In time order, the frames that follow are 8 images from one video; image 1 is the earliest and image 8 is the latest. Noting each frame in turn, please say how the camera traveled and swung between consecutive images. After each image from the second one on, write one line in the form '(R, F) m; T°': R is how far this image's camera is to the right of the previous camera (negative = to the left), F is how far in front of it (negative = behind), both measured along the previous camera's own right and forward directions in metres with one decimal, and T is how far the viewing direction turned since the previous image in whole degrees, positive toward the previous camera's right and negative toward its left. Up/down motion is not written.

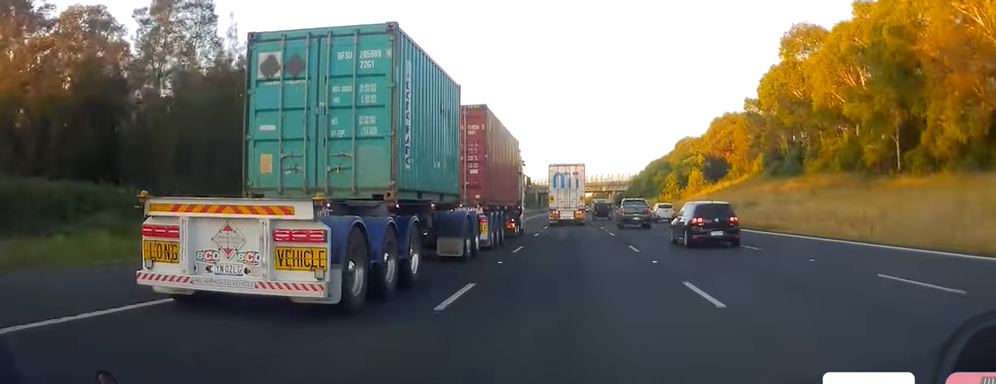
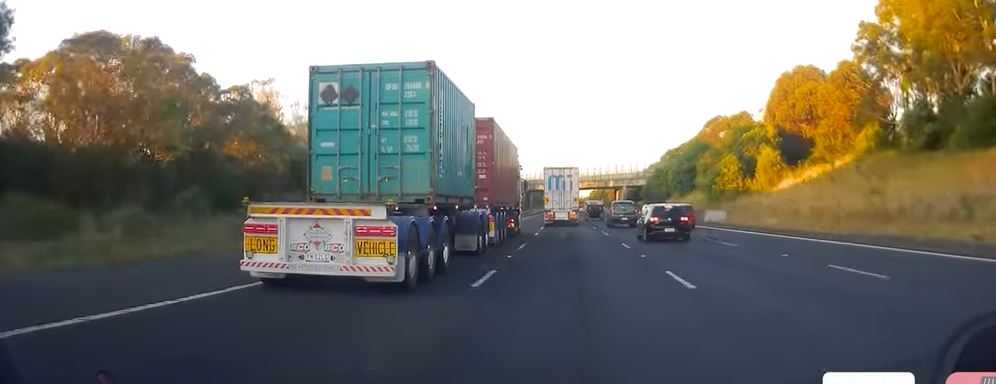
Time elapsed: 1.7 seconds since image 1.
(-0.3, +45.5) m; -1°
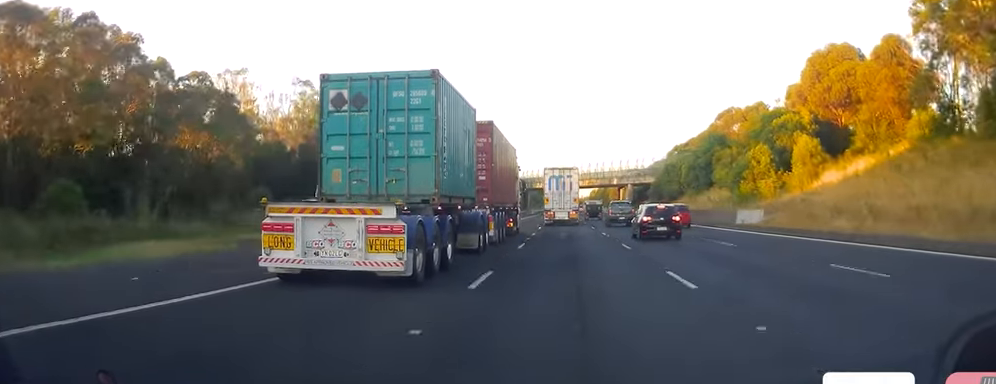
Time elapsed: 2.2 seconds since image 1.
(0.0, +12.2) m; 0°
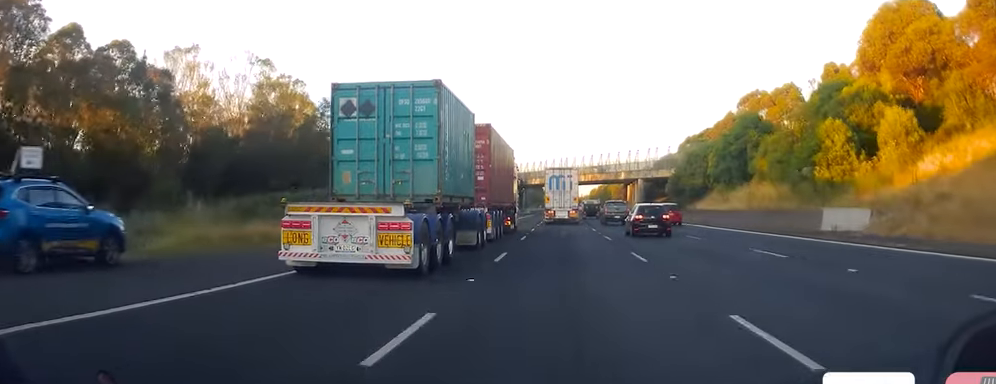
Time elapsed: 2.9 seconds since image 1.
(0.0, +18.1) m; 0°
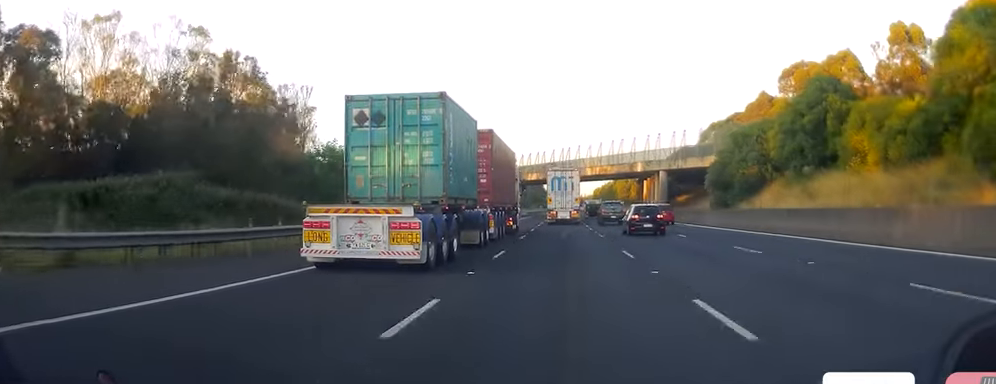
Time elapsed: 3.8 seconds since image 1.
(0.0, +22.3) m; 0°
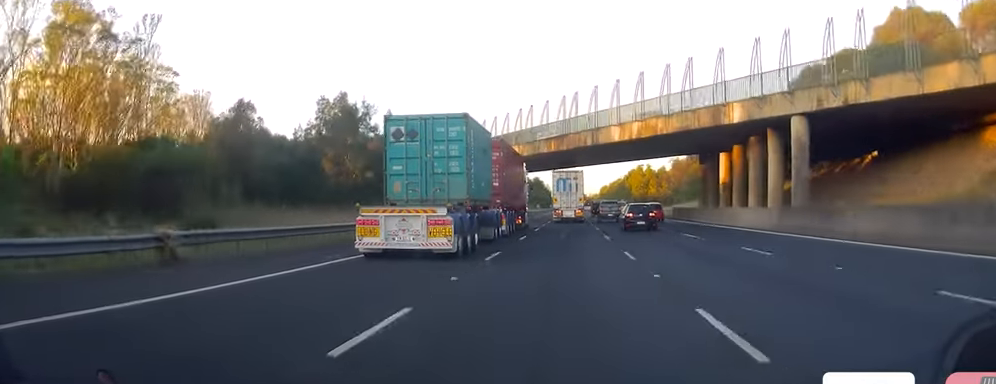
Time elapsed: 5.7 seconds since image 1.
(-0.1, +49.2) m; -1°
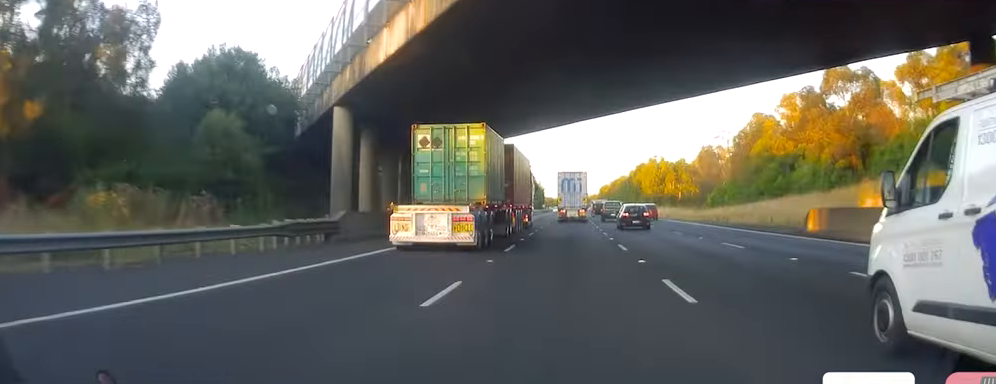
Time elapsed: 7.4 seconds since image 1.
(+0.1, +44.1) m; +1°
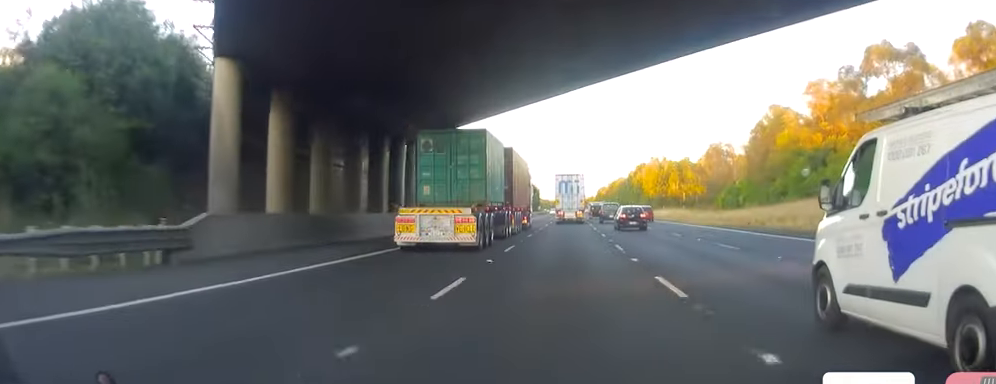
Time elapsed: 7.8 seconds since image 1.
(0.0, +11.3) m; 0°
